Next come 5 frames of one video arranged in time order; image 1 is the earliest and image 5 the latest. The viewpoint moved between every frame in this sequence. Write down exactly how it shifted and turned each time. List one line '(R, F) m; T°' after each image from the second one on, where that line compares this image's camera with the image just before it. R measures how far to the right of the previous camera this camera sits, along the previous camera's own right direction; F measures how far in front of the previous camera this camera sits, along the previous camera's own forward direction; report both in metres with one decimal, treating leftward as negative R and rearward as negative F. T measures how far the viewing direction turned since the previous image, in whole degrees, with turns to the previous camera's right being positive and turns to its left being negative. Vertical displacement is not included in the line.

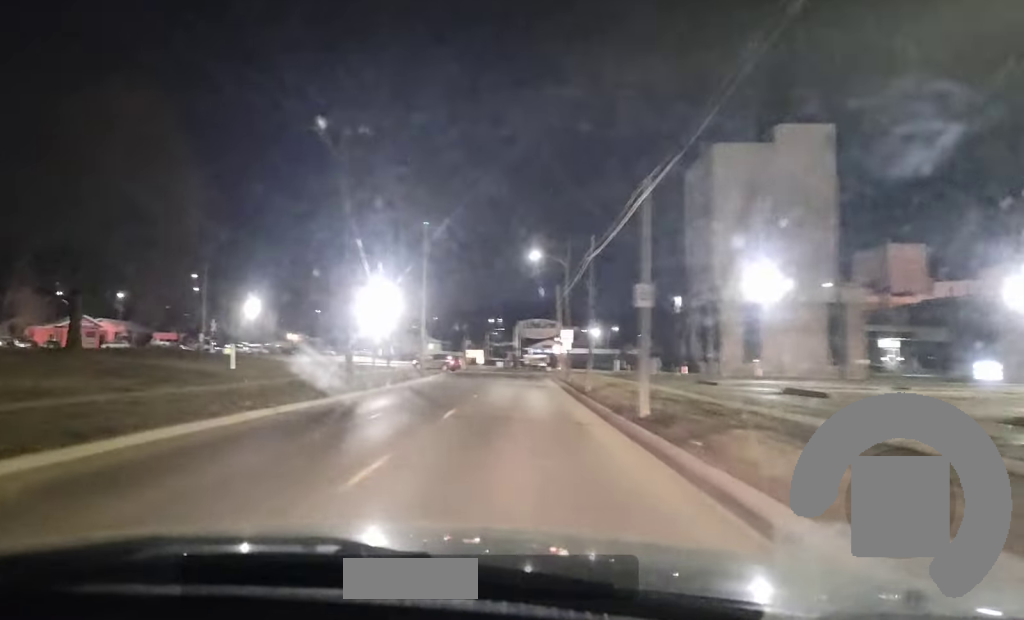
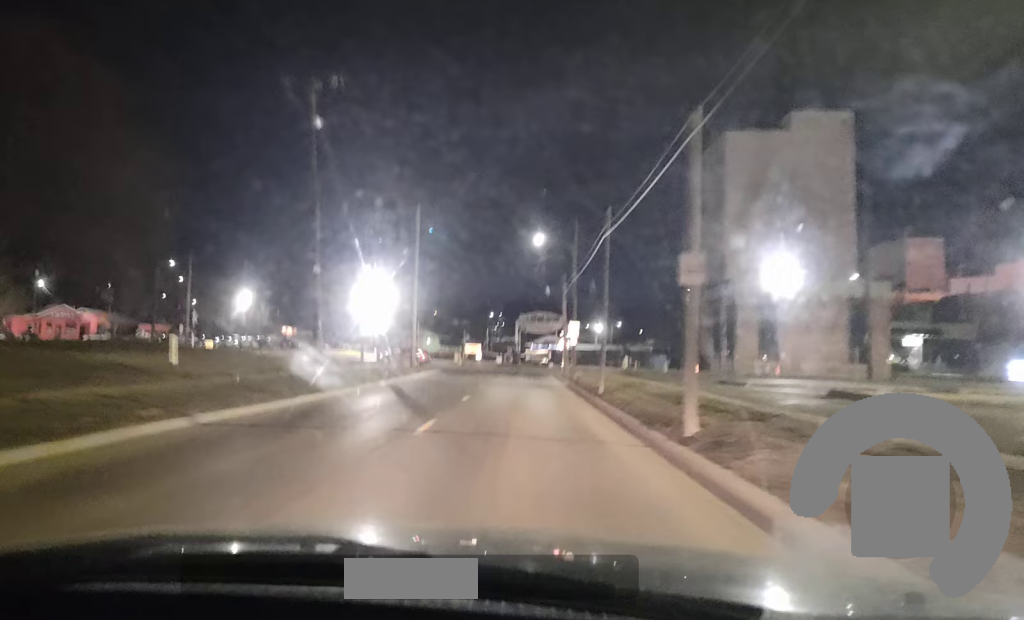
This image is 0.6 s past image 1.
(0.0, +5.8) m; 0°
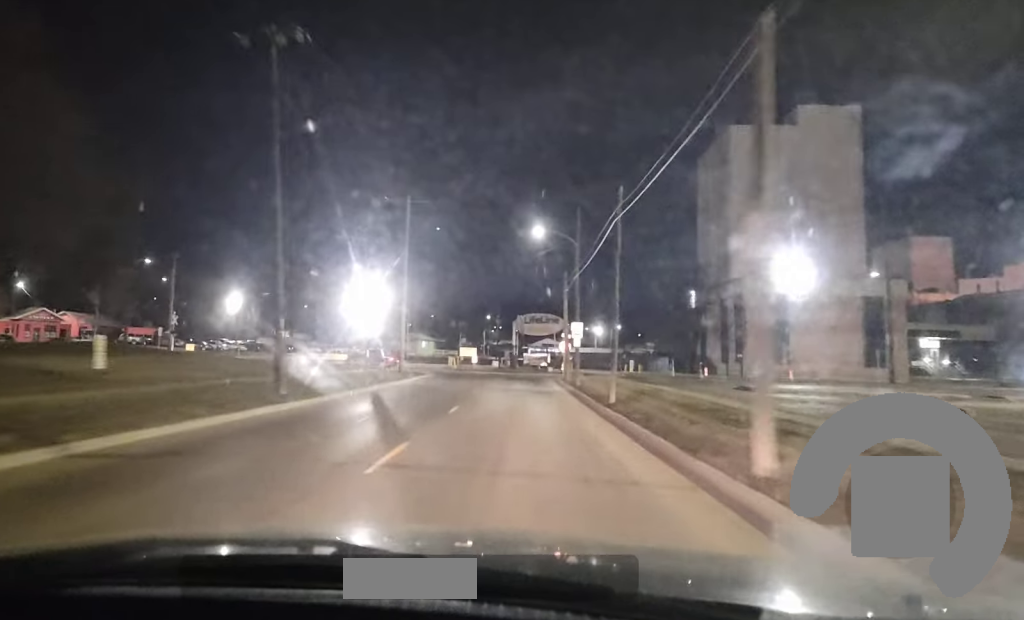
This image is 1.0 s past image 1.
(0.0, +4.7) m; 0°
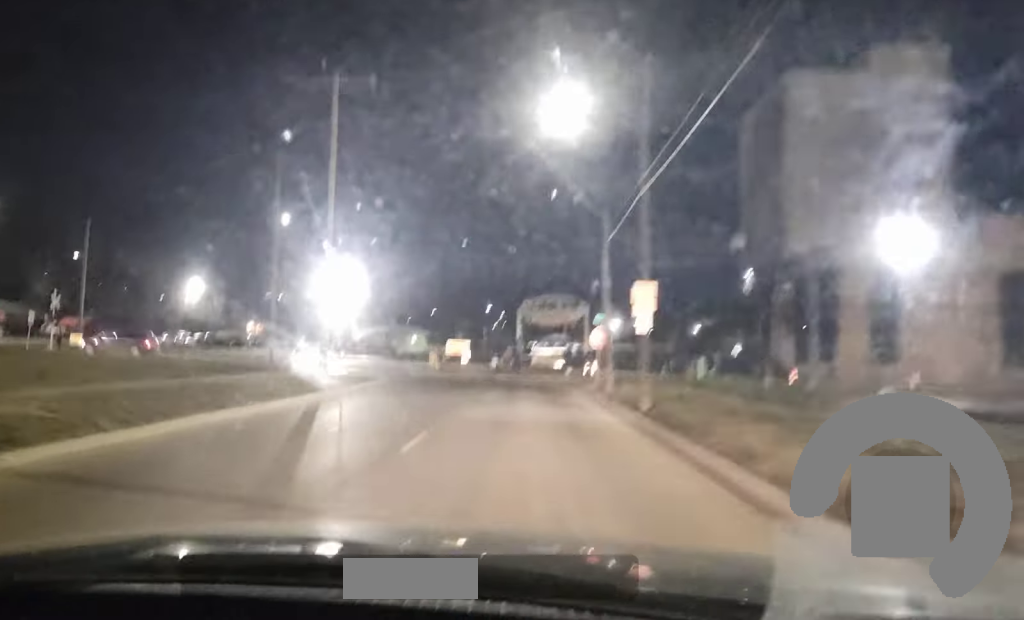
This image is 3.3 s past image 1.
(-0.3, +23.1) m; -1°
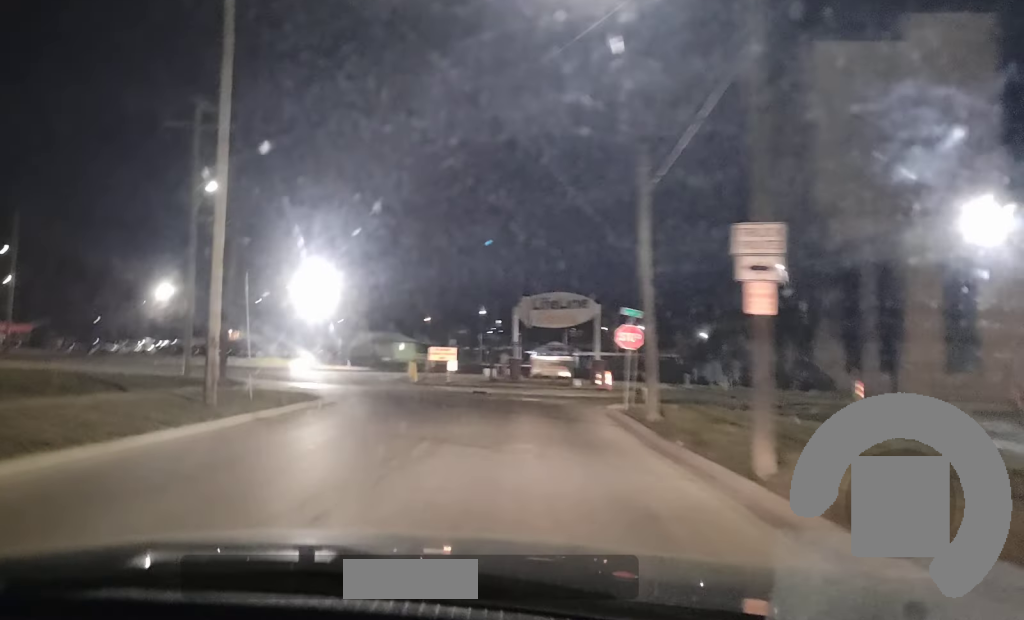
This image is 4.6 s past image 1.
(0.0, +11.4) m; 0°
